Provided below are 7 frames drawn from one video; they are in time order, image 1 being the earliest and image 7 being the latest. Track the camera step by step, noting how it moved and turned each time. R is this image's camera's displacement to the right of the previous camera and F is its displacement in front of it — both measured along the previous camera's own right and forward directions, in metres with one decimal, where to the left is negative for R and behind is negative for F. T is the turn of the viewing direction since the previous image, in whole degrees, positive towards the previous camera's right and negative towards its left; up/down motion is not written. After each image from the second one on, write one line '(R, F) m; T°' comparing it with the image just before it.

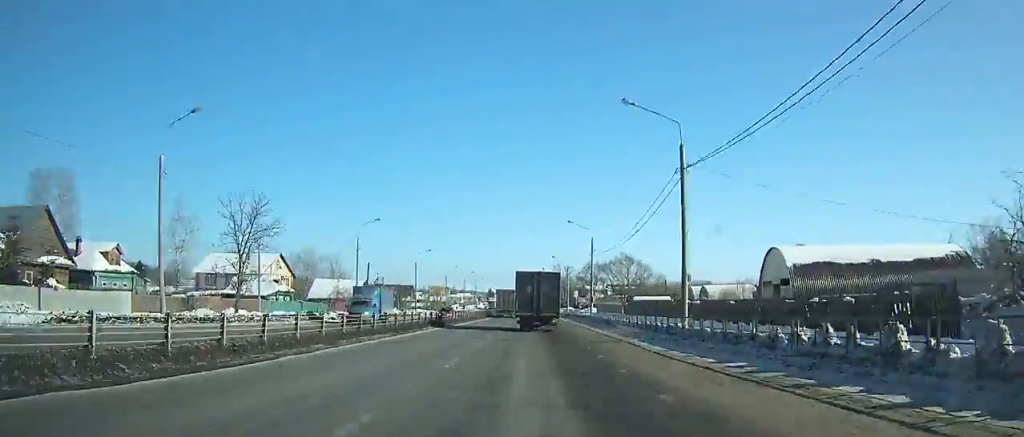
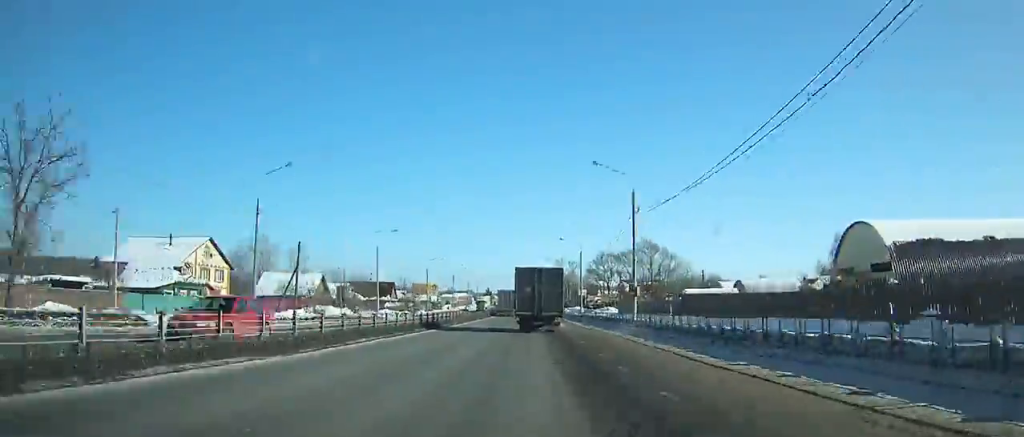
(0.0, +24.5) m; 0°
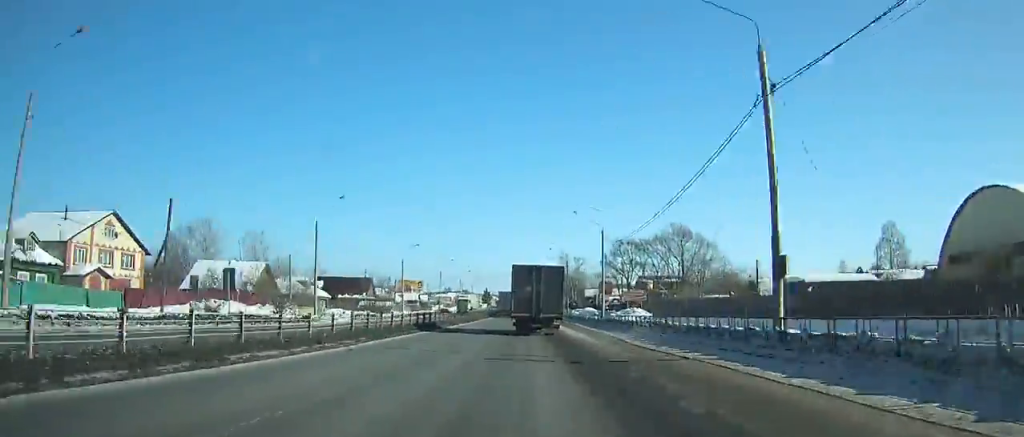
(0.0, +20.6) m; 0°
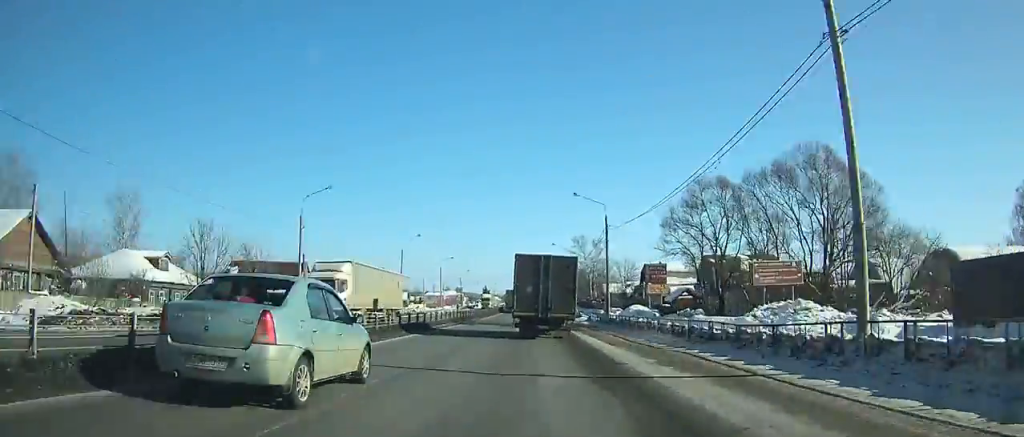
(0.0, +39.2) m; 0°
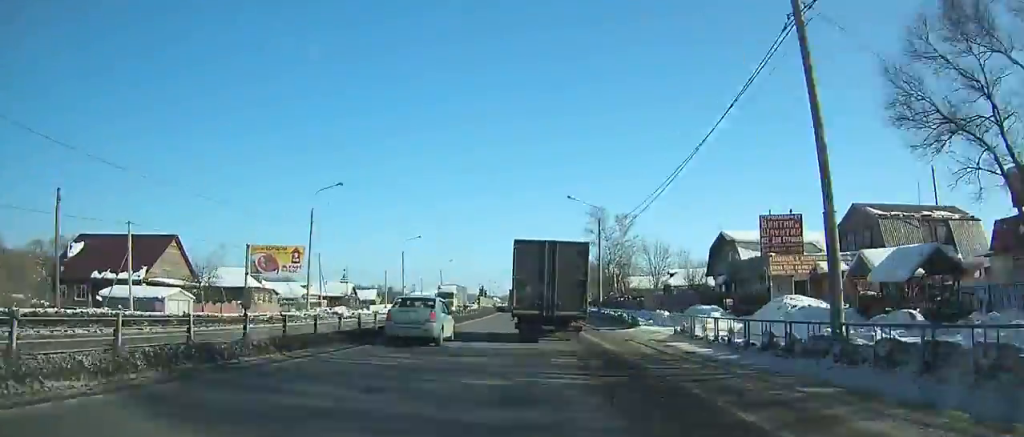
(0.0, +32.7) m; 0°
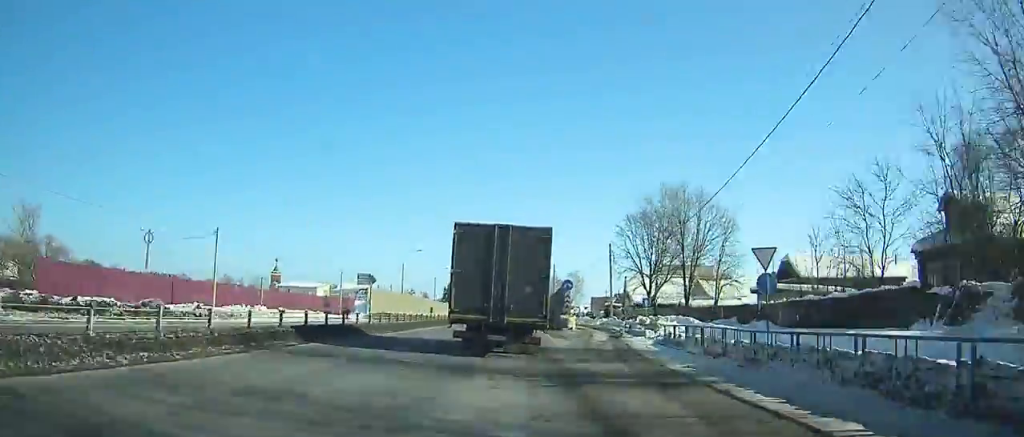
(+1.5, +119.4) m; -1°
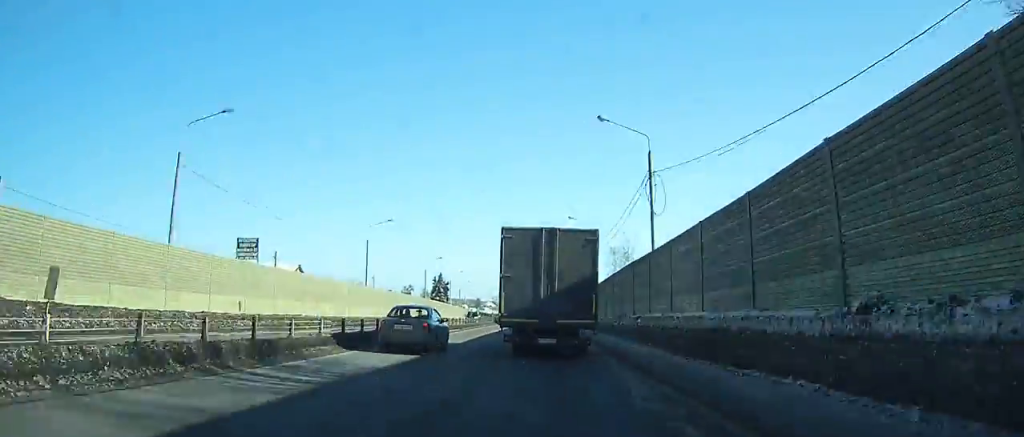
(-1.1, +62.5) m; 0°
